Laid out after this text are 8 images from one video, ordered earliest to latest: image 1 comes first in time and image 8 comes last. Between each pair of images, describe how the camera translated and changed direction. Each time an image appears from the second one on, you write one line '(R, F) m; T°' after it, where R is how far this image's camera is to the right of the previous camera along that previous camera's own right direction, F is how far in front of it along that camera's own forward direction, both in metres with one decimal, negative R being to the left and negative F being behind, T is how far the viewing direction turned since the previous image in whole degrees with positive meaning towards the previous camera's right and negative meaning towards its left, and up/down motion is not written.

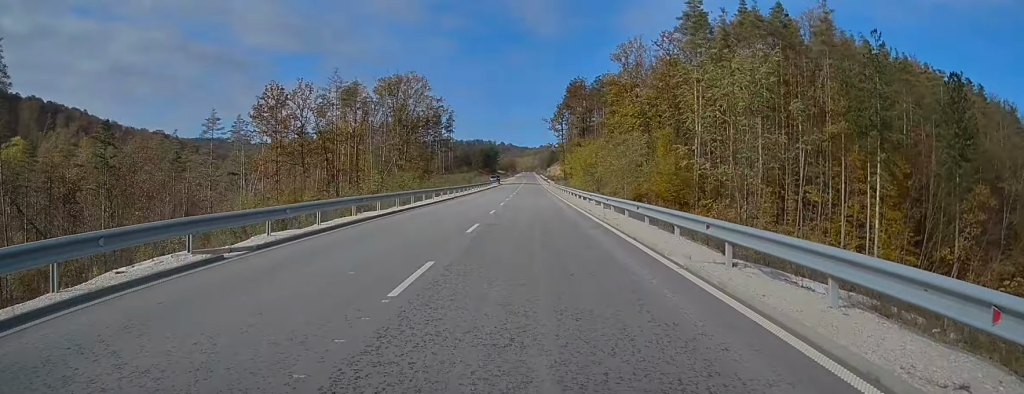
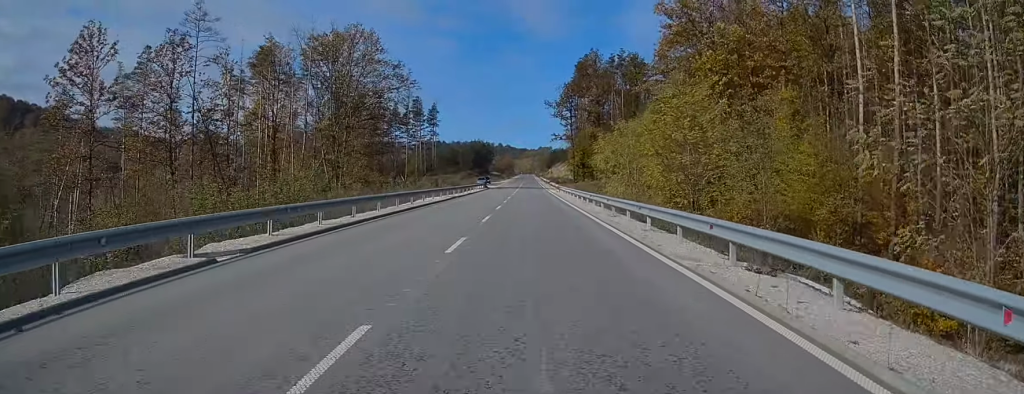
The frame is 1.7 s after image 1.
(+0.9, +40.6) m; +2°
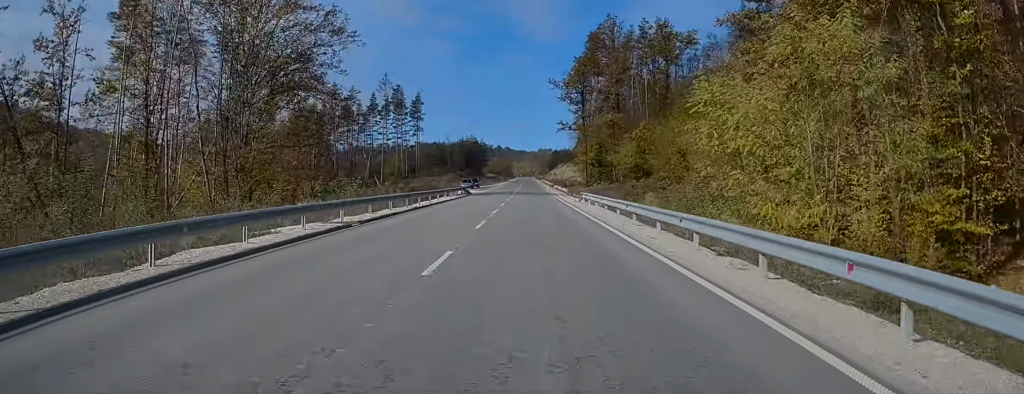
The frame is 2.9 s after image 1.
(0.0, +30.3) m; -1°
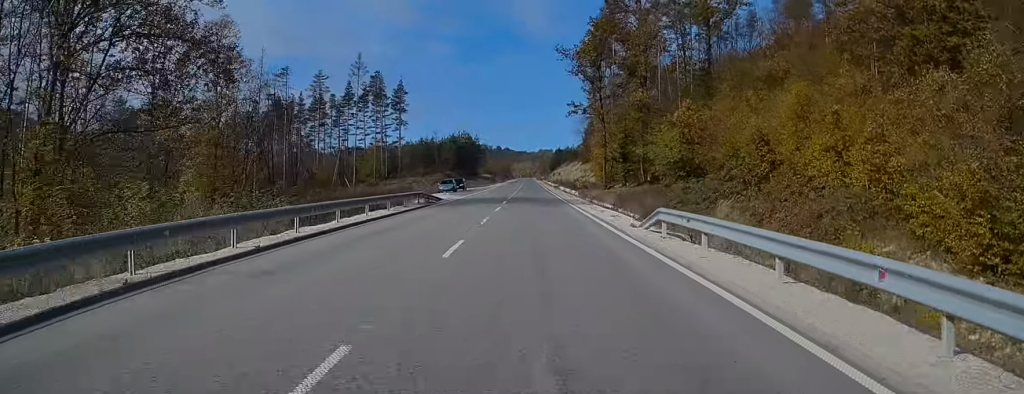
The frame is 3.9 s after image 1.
(-0.3, +24.5) m; -1°
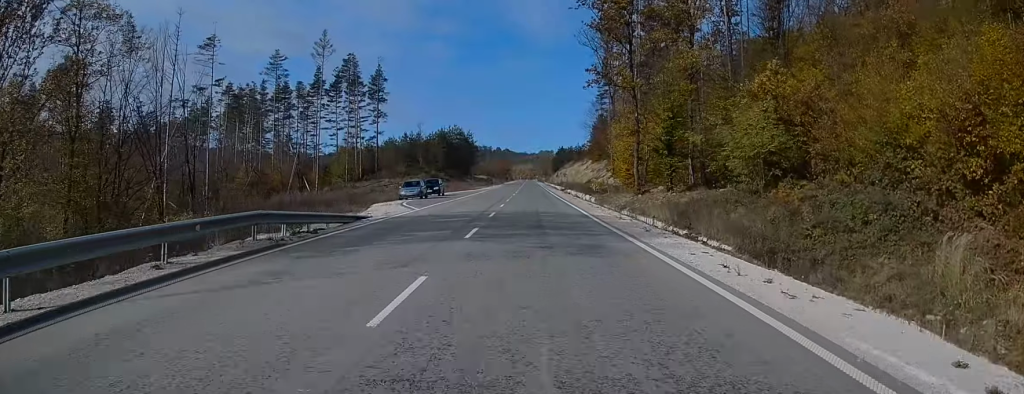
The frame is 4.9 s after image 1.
(-0.2, +23.0) m; -1°
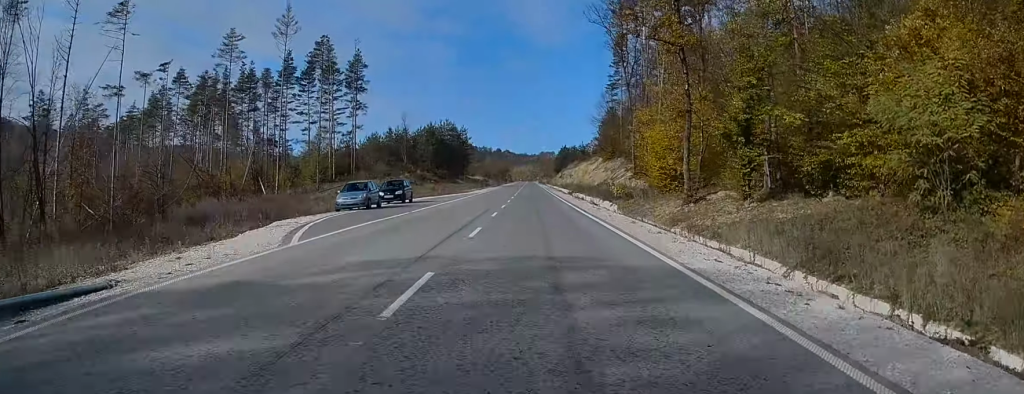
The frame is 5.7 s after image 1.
(-0.1, +17.8) m; 0°
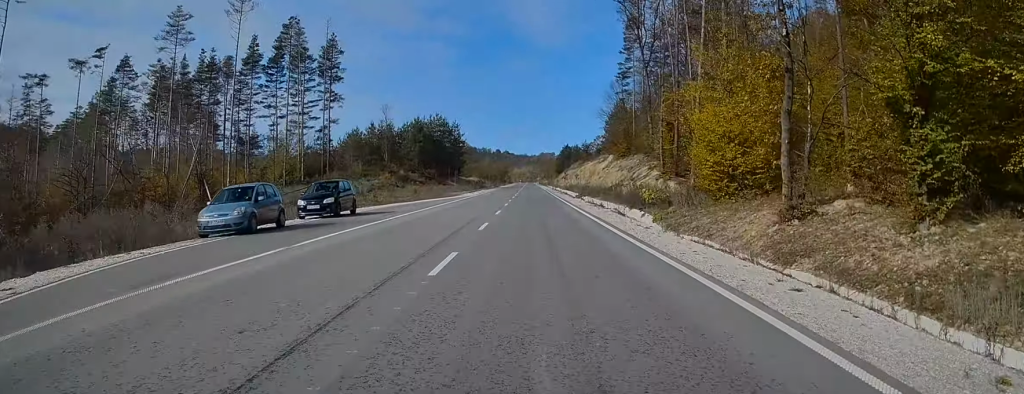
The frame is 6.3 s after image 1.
(-0.2, +15.0) m; 0°
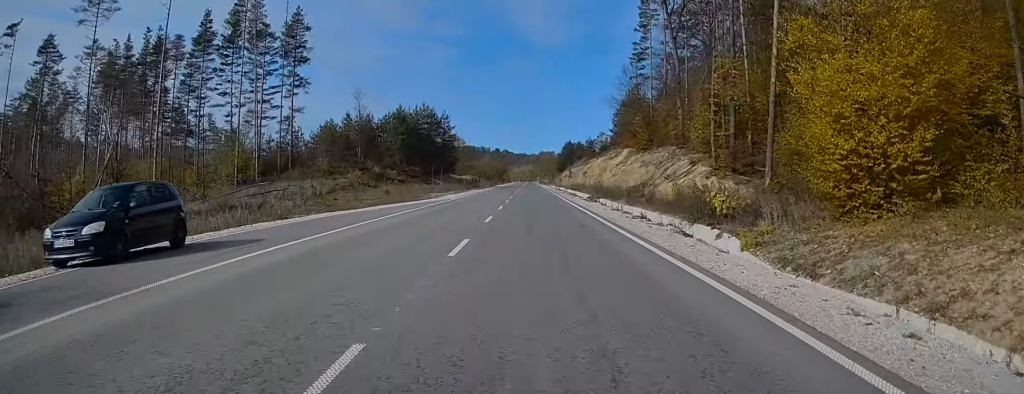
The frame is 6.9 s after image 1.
(+0.3, +15.5) m; 0°
